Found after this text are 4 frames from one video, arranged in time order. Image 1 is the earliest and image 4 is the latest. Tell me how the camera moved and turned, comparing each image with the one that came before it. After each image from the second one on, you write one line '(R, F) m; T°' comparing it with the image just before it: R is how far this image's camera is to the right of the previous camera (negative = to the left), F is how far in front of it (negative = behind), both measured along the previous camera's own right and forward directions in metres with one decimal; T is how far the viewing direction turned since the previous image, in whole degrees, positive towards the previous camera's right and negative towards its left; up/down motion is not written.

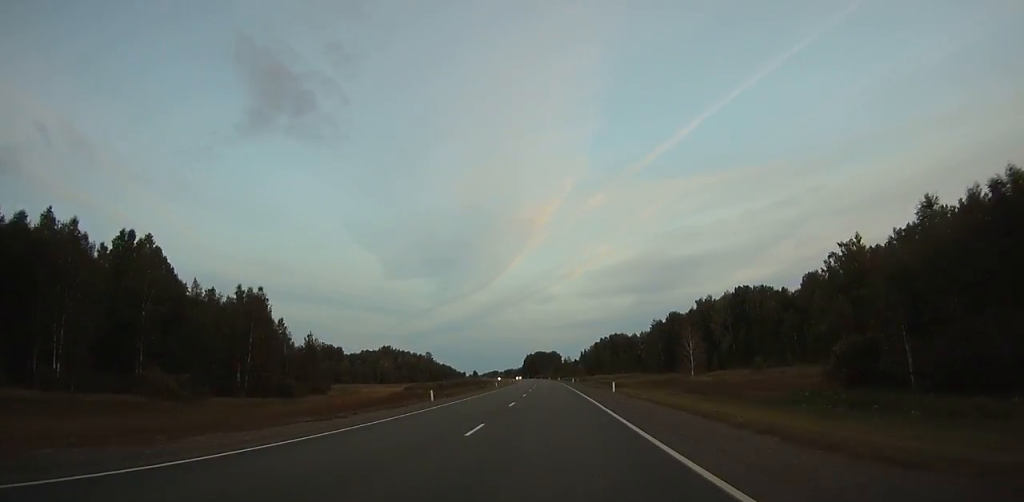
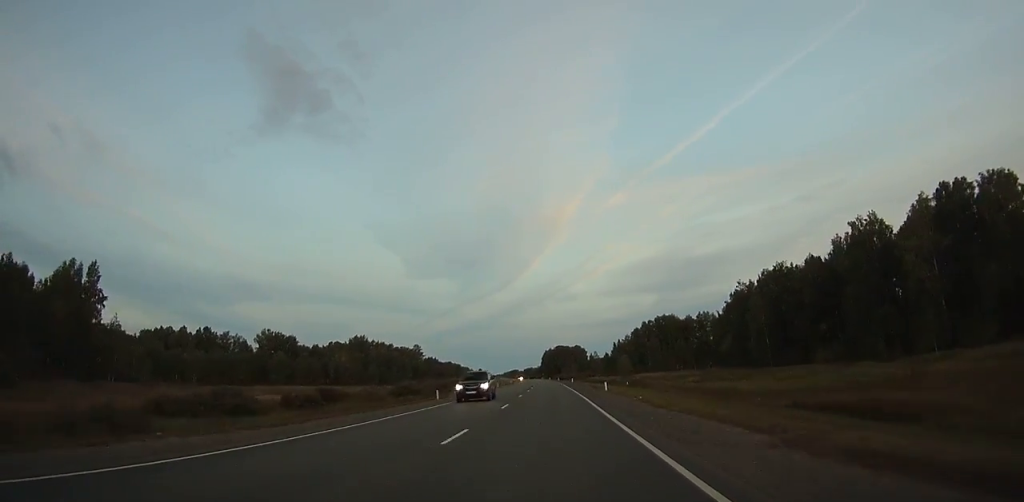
(-1.6, +95.5) m; -2°
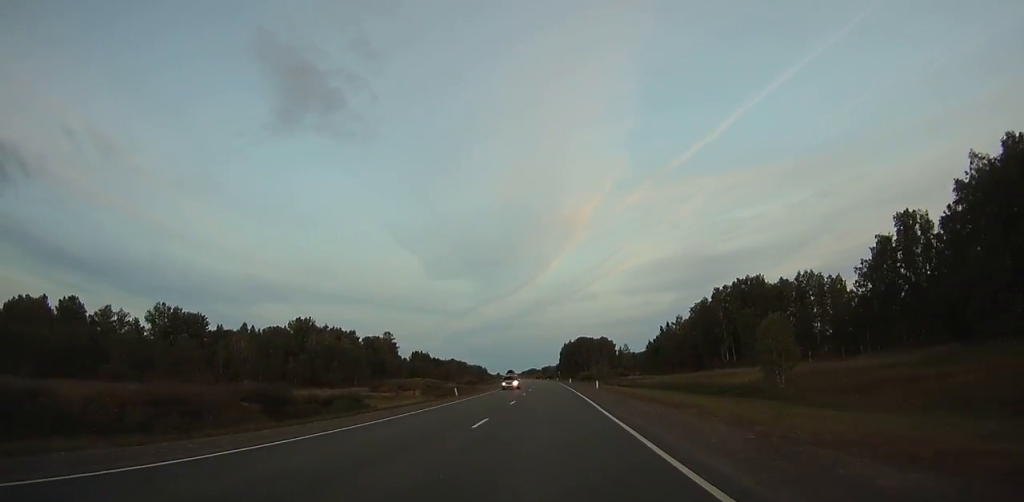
(-1.4, +91.7) m; -2°
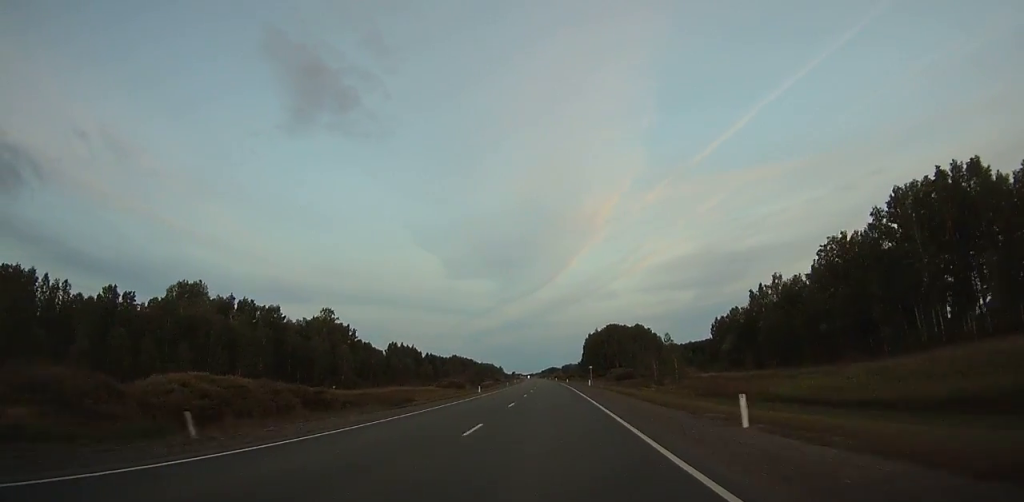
(-0.9, +84.7) m; -2°
